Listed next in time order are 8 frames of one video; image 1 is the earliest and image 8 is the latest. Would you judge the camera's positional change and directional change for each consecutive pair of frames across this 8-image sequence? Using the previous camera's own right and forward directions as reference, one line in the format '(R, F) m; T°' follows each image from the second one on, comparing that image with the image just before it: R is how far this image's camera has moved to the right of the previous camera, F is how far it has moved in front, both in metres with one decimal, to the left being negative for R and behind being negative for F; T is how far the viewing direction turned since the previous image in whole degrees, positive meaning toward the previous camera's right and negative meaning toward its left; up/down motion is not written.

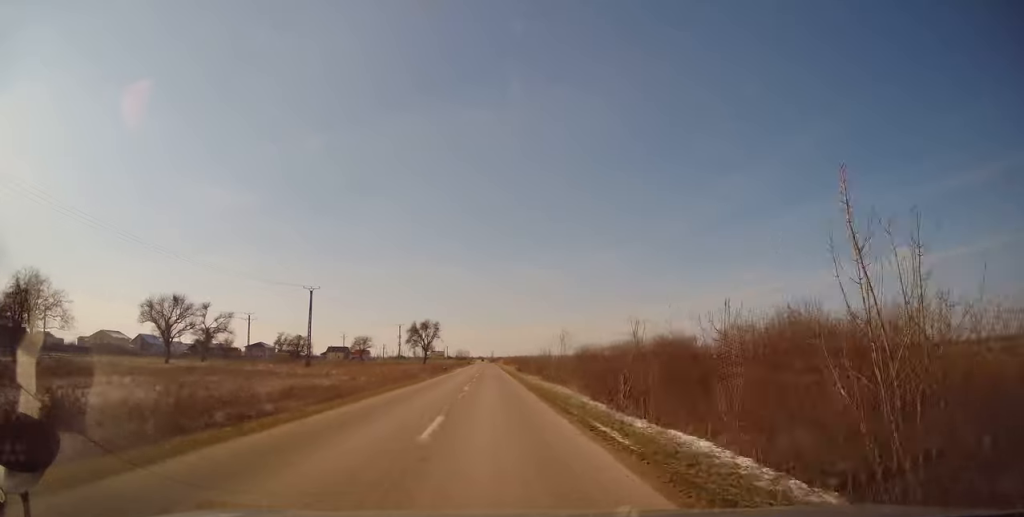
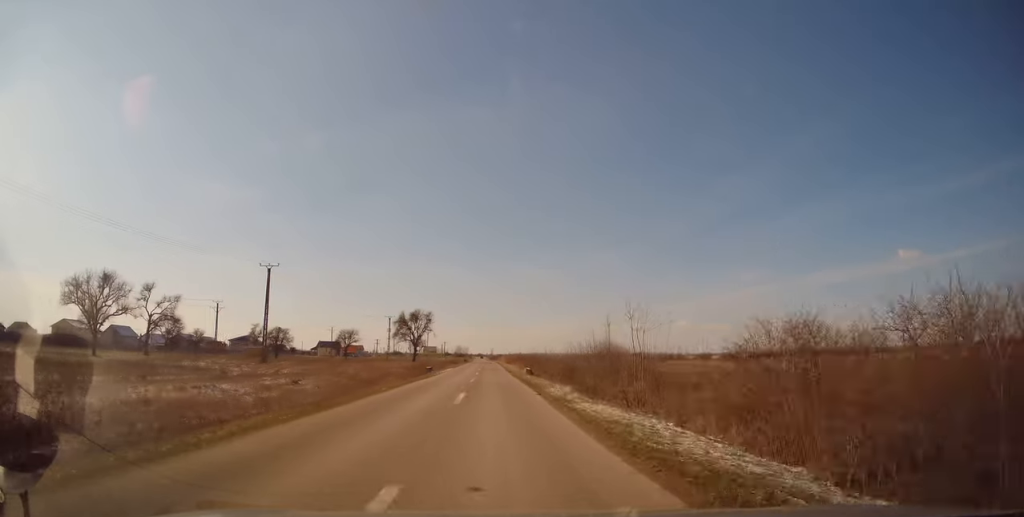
(+0.4, +17.9) m; 0°
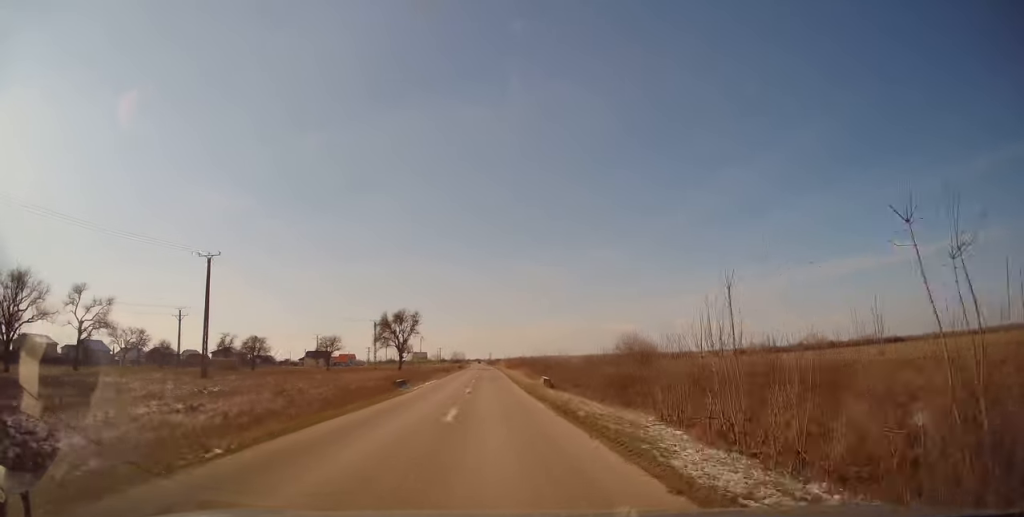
(-0.2, +15.2) m; 0°
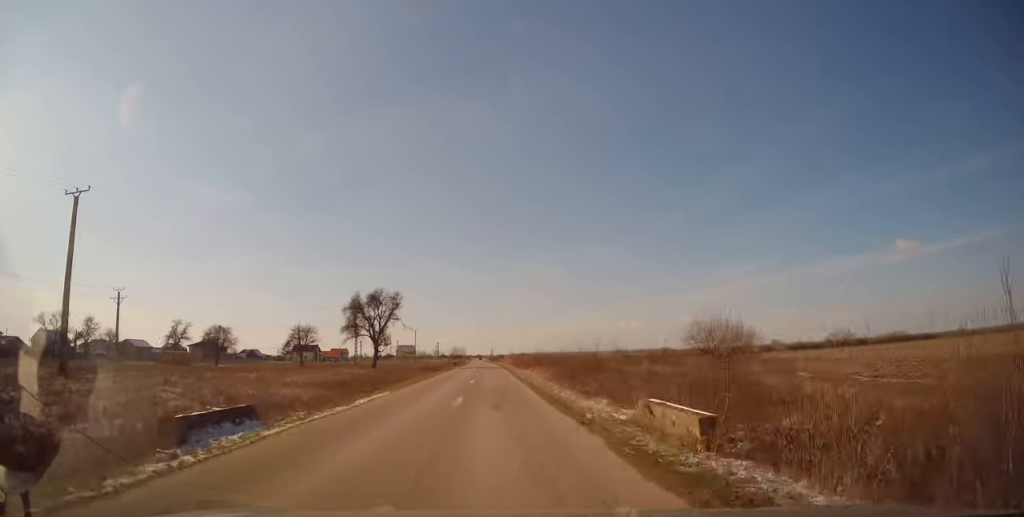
(+0.1, +21.8) m; 0°
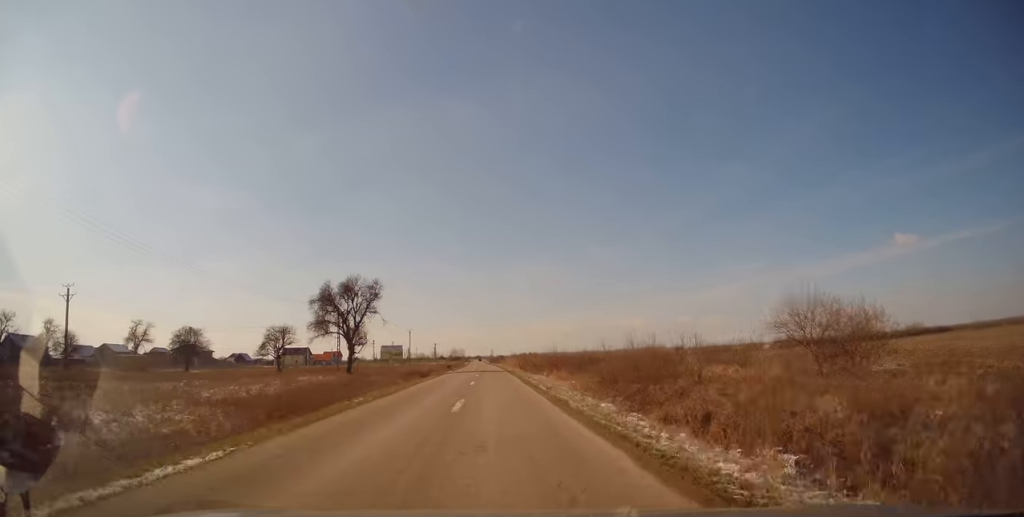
(+0.2, +13.2) m; 0°
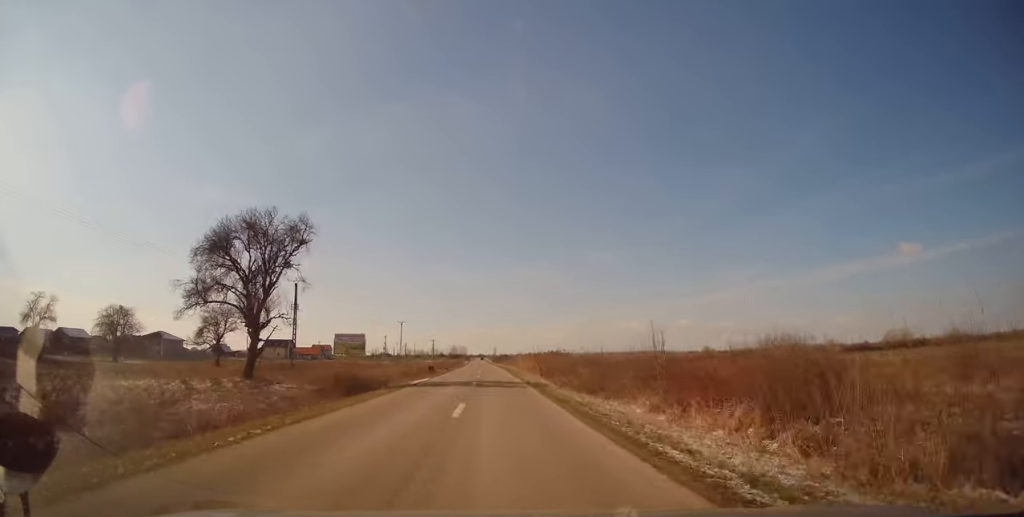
(-0.3, +25.1) m; 0°
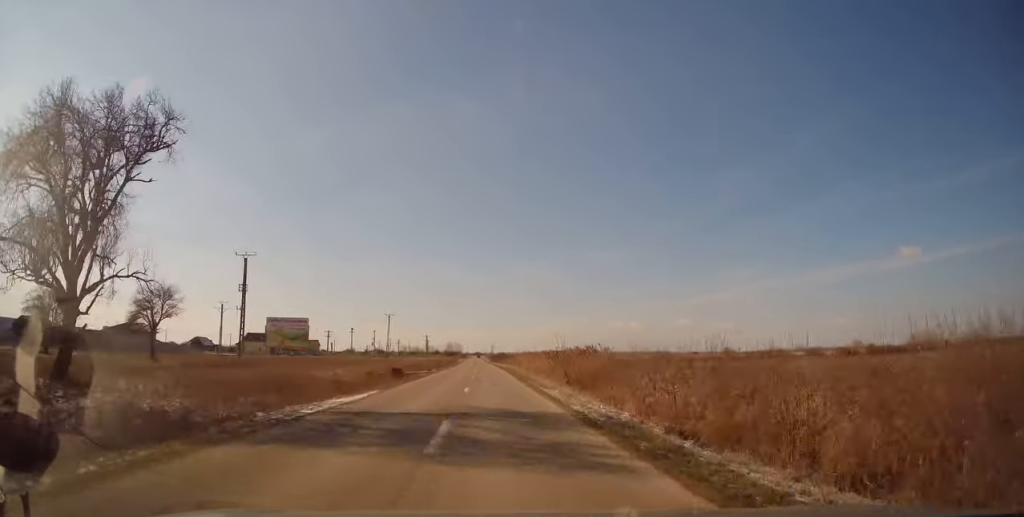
(+0.4, +16.4) m; 0°
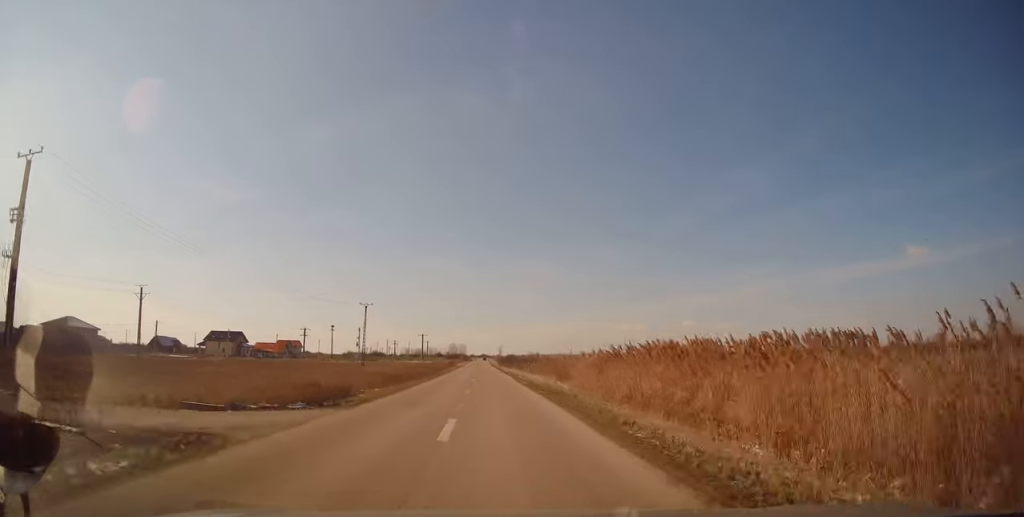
(-0.8, +34.7) m; -1°
